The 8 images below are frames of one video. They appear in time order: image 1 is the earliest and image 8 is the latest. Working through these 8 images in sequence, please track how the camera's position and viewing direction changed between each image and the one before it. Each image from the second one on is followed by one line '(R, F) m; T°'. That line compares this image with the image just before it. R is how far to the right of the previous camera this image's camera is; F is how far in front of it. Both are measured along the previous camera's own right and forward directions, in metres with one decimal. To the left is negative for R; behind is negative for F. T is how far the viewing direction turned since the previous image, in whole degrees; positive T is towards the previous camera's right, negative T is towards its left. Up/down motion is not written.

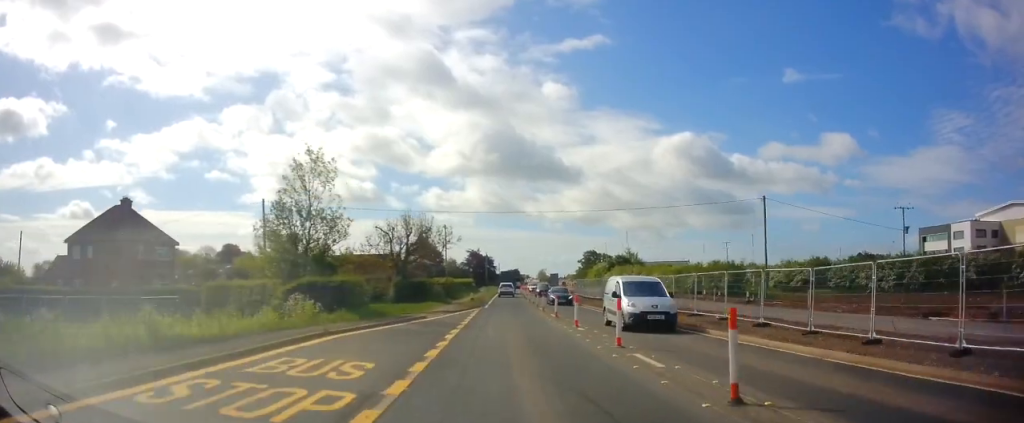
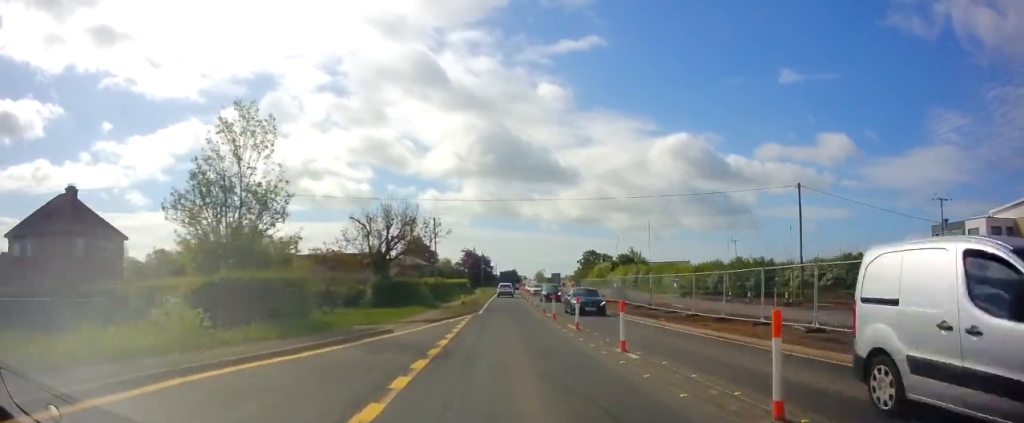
(-0.1, +7.3) m; 0°
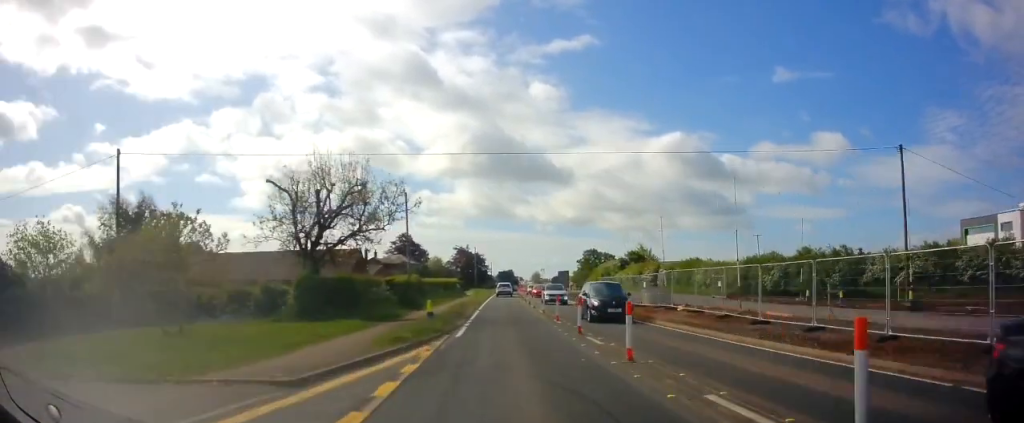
(+0.3, +14.4) m; 0°
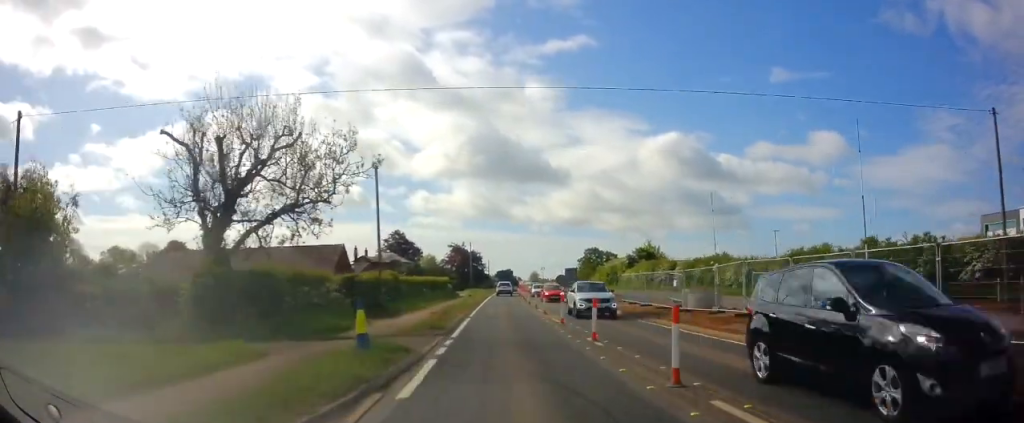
(-0.2, +9.0) m; -1°
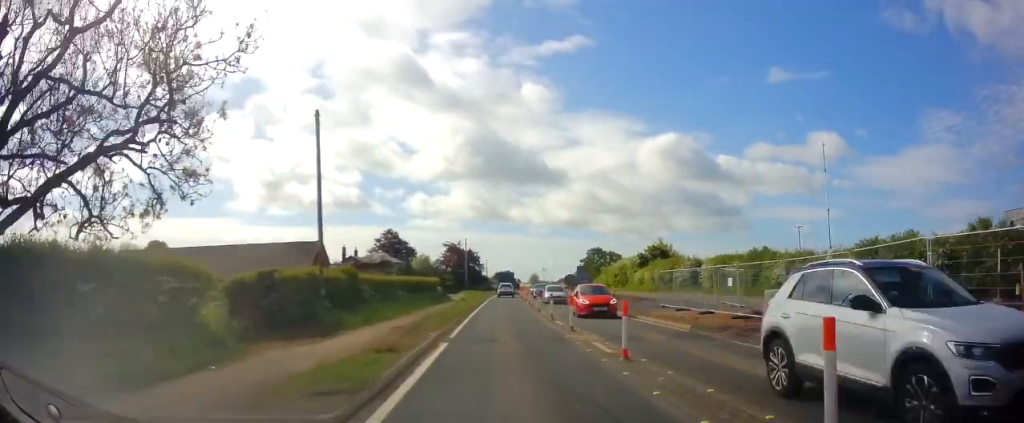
(-0.1, +10.0) m; 0°
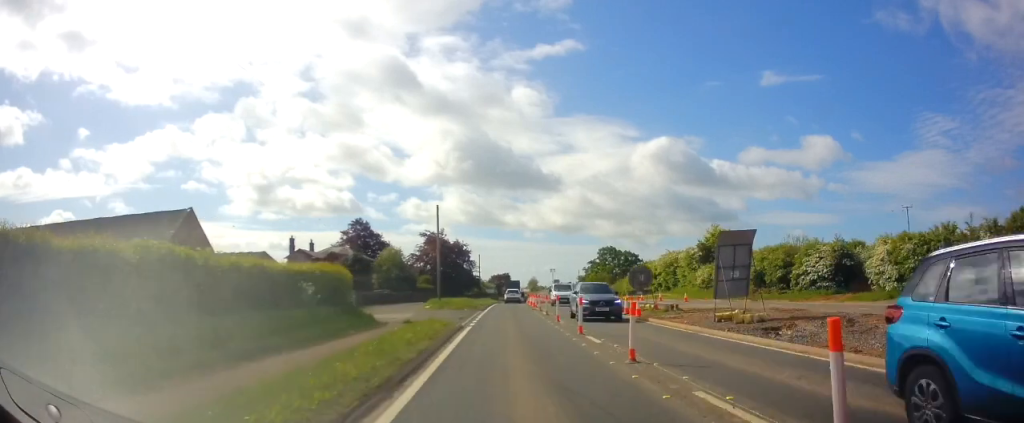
(+0.8, +32.6) m; +1°
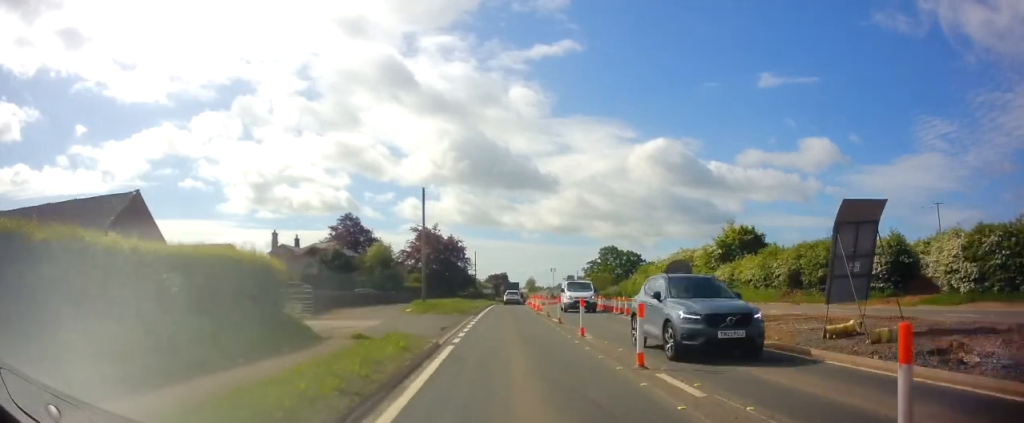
(-0.1, +7.1) m; -1°
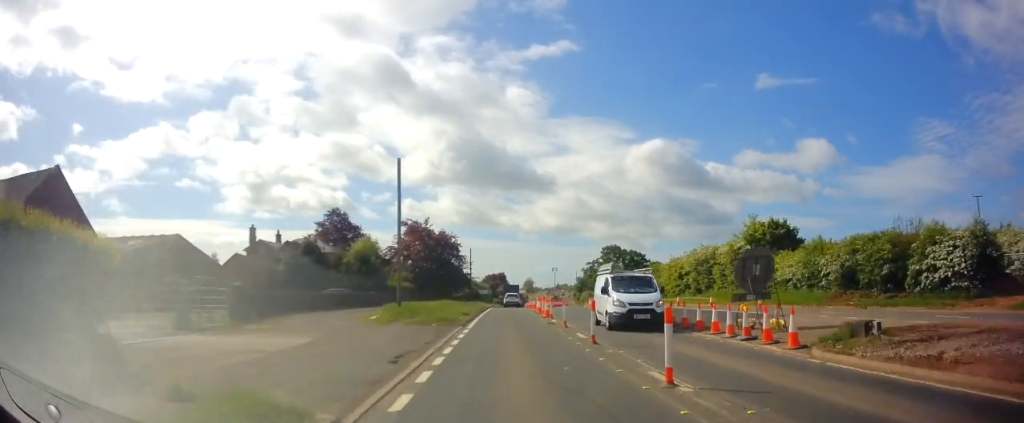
(0.0, +8.2) m; +1°
